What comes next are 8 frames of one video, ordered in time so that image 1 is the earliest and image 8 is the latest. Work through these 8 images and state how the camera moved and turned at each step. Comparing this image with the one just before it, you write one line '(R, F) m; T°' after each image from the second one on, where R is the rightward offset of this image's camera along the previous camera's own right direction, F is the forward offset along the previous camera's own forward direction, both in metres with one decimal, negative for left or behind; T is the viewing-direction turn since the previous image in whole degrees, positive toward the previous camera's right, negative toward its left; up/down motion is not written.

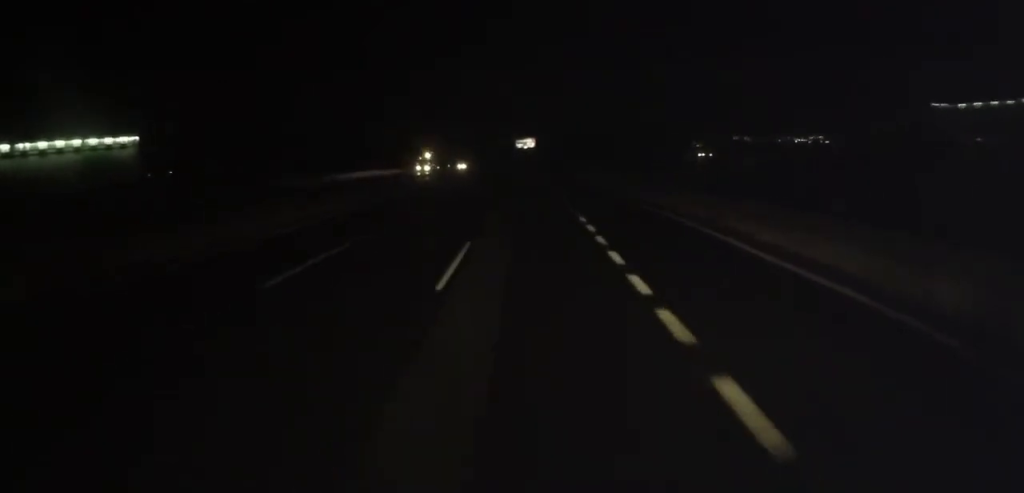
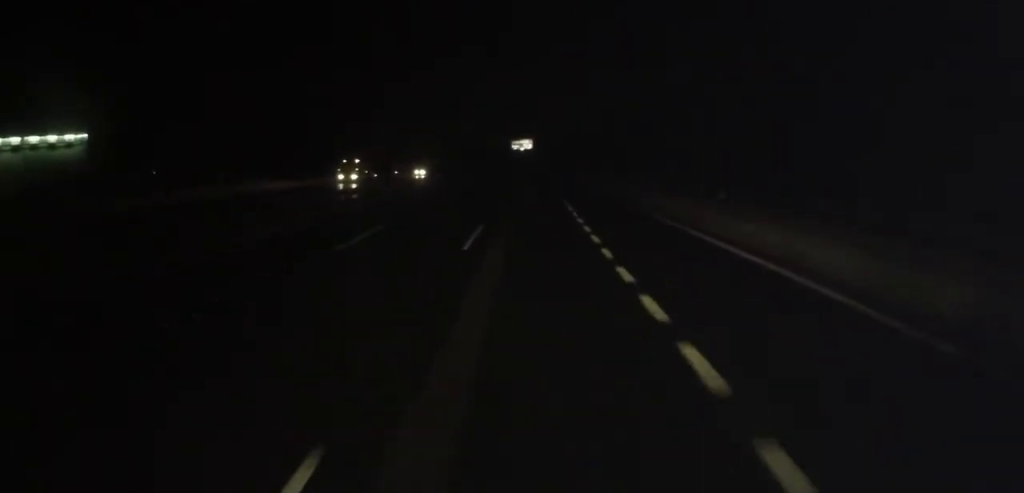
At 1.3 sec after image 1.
(+0.5, +30.5) m; 0°
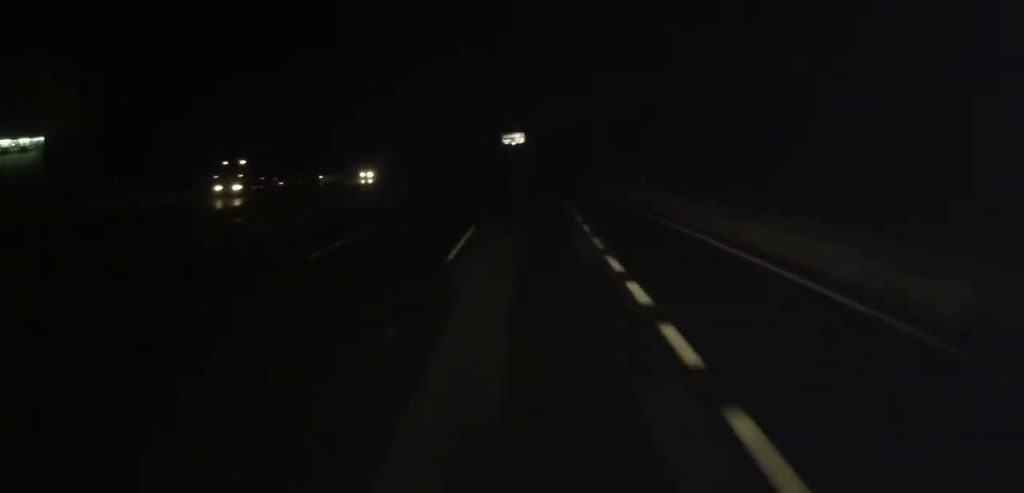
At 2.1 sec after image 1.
(-0.5, +19.8) m; -1°
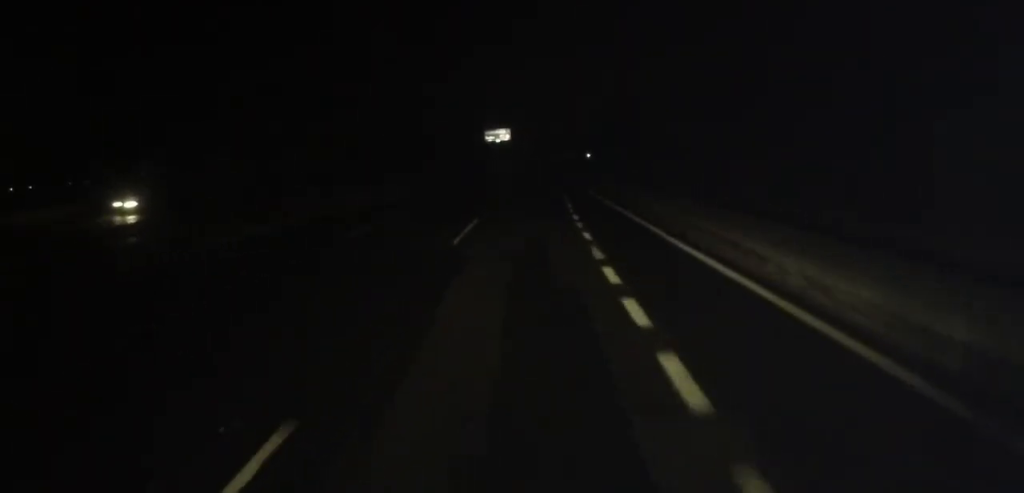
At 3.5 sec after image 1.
(-0.1, +33.5) m; 0°
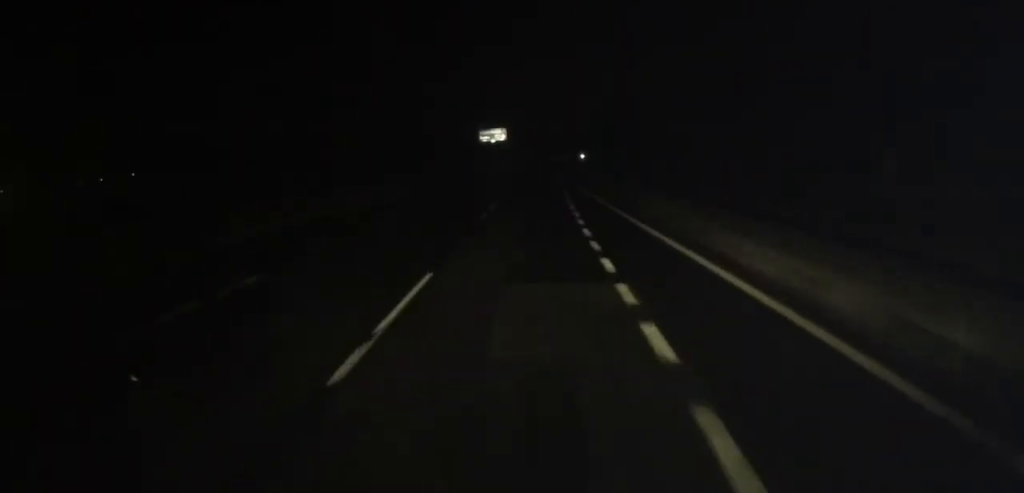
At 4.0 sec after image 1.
(-0.1, +10.5) m; 0°
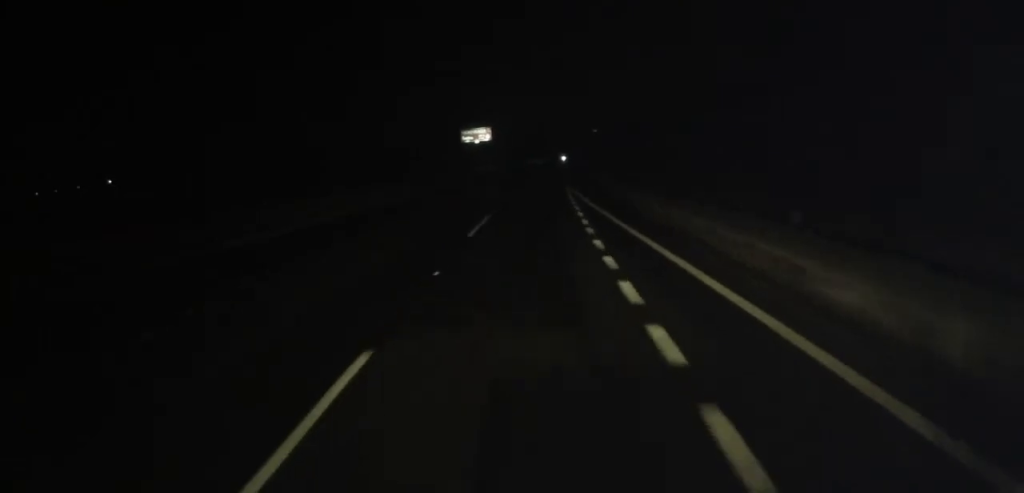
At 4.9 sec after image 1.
(+0.2, +23.3) m; +2°
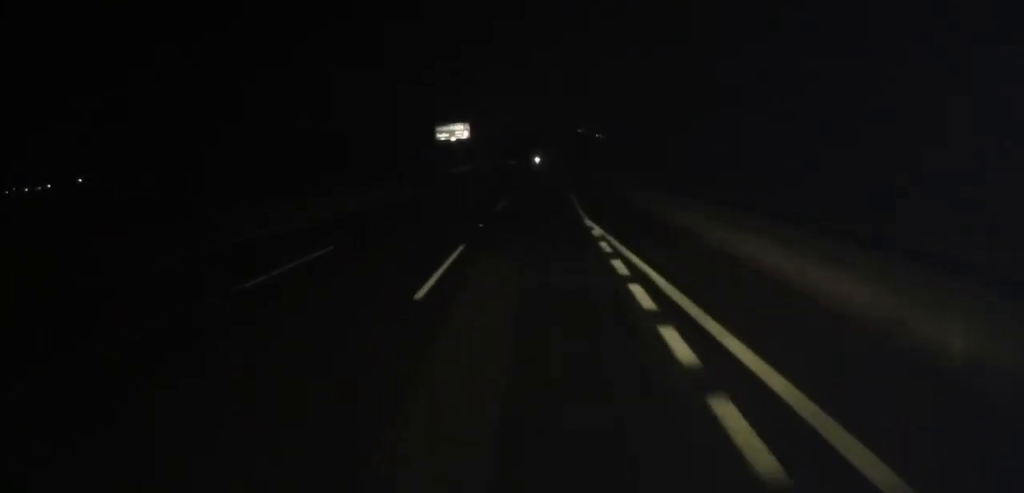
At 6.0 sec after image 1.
(+0.7, +26.5) m; +2°
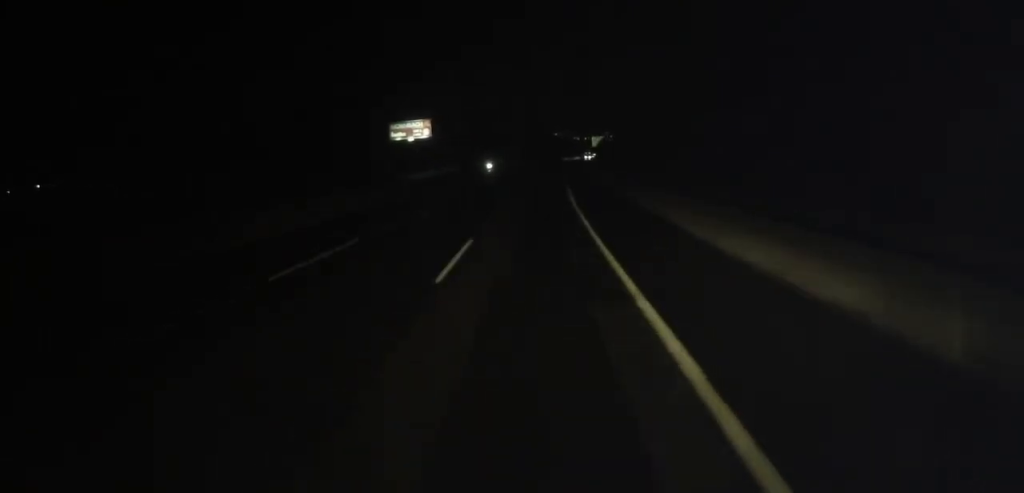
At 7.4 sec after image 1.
(+0.3, +33.9) m; 0°
